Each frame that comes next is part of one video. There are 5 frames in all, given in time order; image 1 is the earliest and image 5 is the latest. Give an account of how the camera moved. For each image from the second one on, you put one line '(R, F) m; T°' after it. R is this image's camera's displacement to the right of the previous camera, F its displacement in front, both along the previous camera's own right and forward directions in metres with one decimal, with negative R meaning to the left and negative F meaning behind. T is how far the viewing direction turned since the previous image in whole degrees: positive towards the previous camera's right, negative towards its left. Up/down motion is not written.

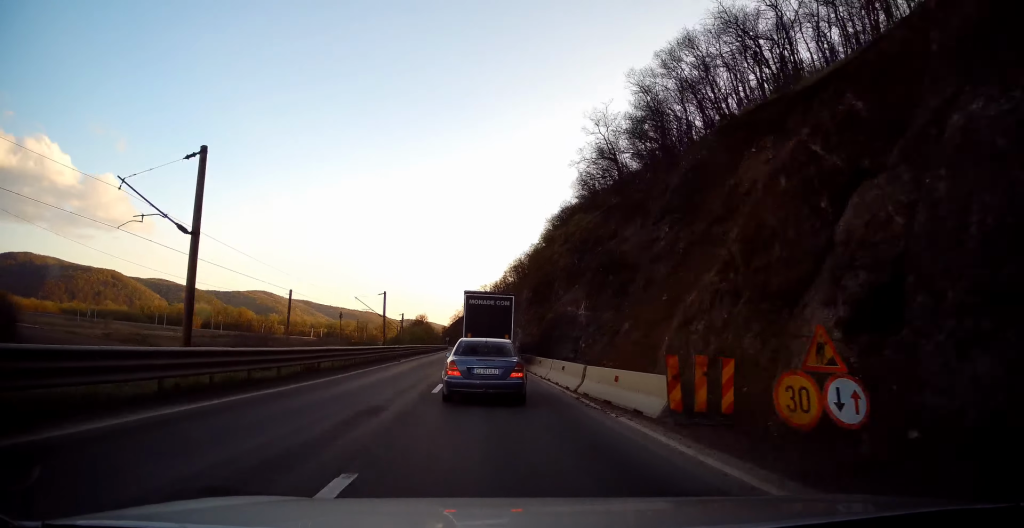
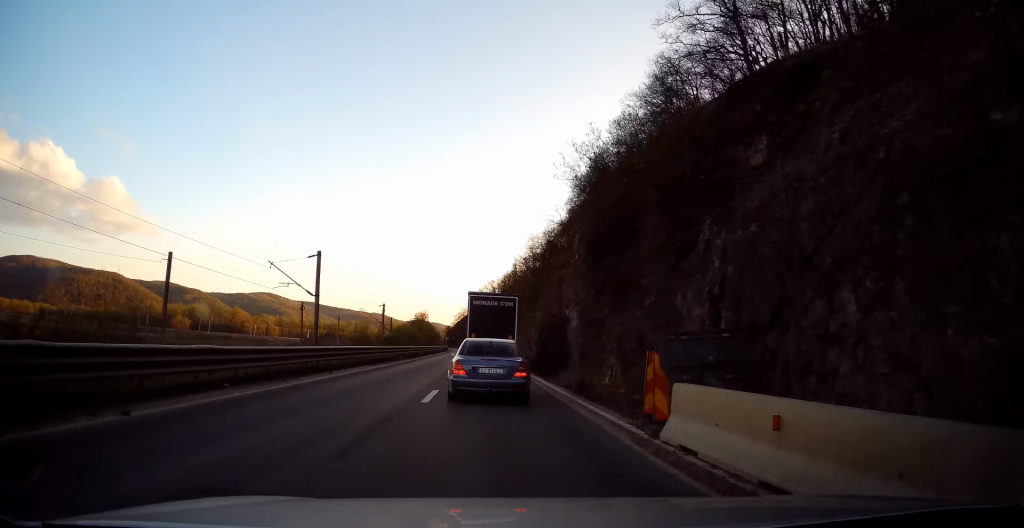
(-0.2, +27.3) m; +1°
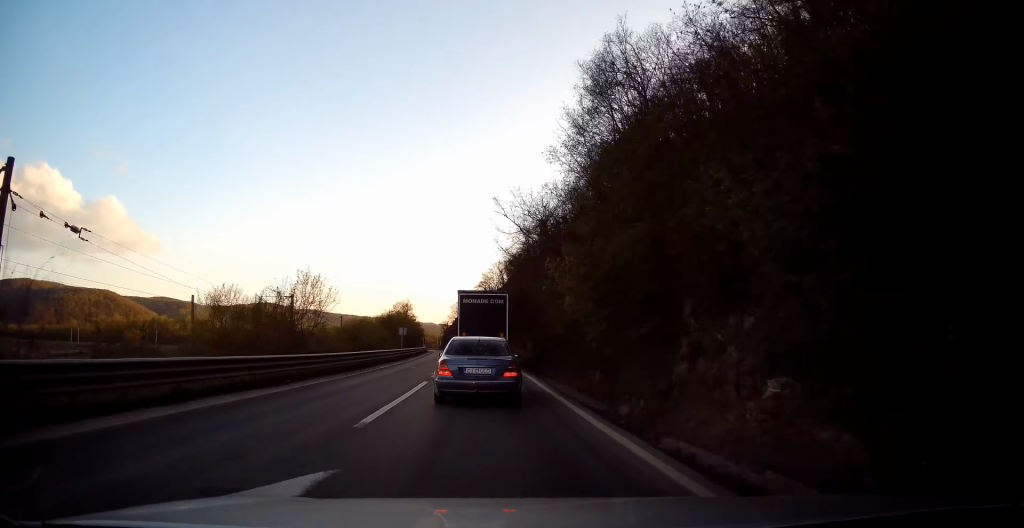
(-1.1, +65.4) m; -3°
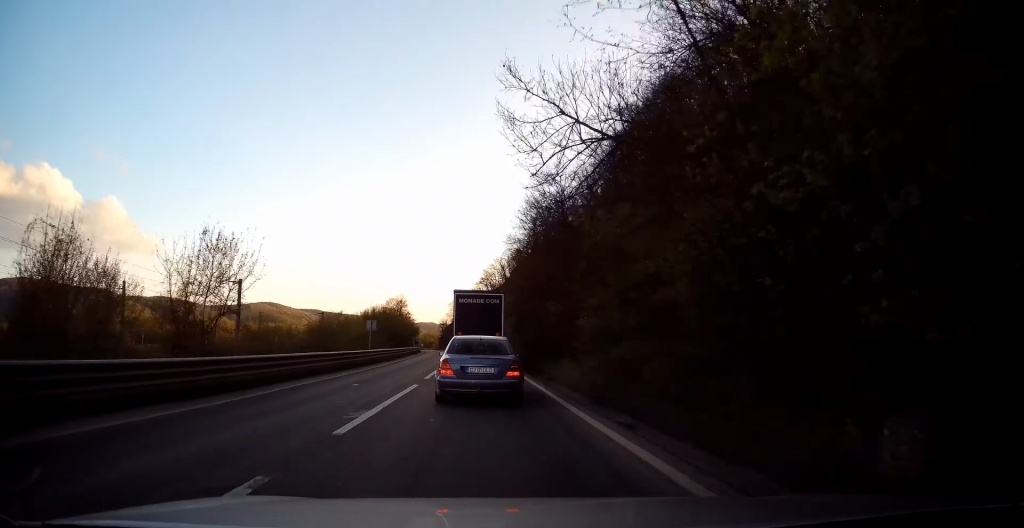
(-0.1, +13.2) m; 0°
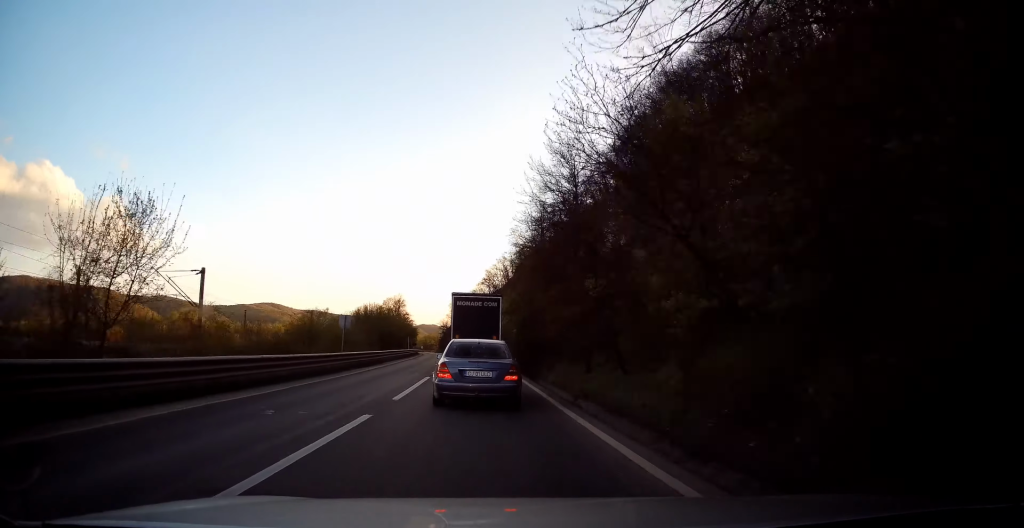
(0.0, +6.9) m; 0°
